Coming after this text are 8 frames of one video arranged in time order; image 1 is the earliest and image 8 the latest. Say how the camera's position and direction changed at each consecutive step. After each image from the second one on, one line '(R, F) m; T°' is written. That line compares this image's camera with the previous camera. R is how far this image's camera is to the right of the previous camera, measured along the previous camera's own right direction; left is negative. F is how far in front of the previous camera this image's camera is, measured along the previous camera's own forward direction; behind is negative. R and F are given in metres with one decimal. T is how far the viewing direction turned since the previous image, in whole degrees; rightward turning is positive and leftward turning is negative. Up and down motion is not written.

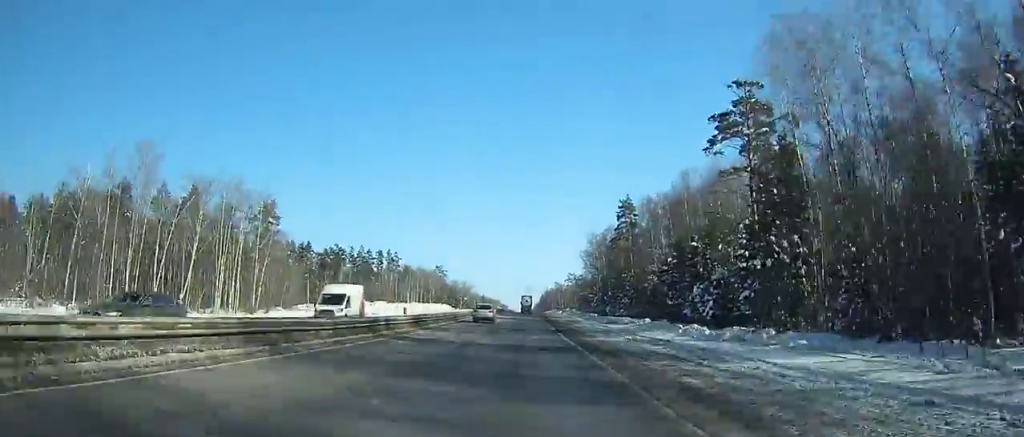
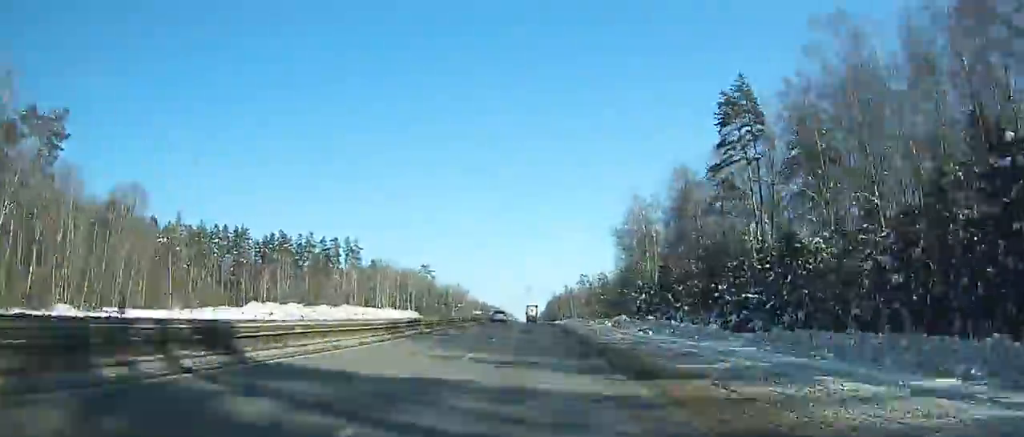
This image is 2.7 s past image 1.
(+5.2, +72.0) m; +1°
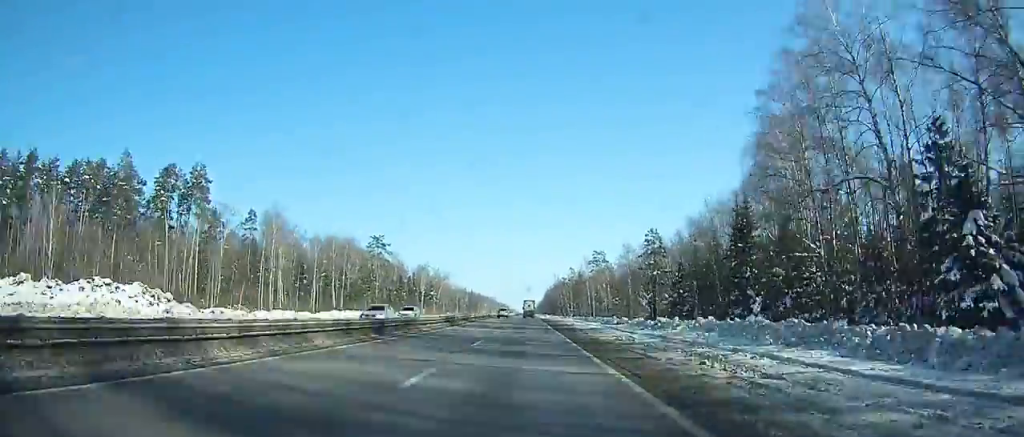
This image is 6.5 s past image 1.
(-6.0, +97.8) m; -4°
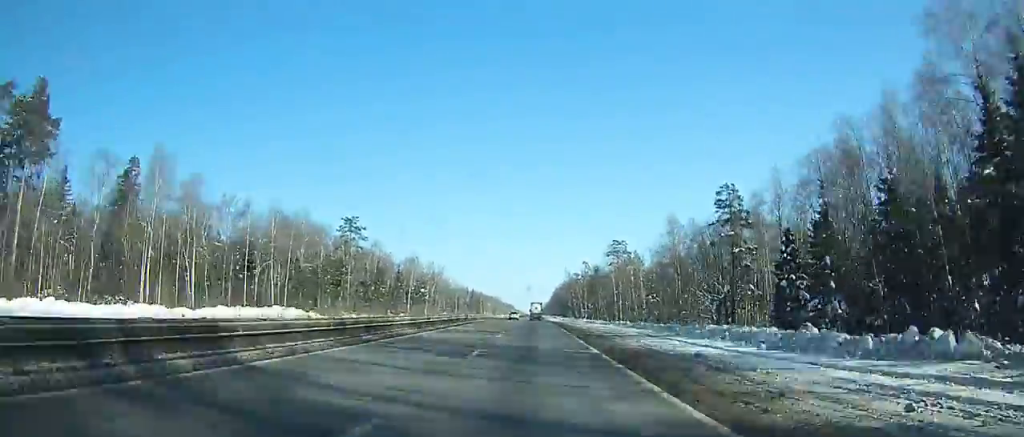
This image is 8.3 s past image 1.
(-0.2, +44.4) m; 0°
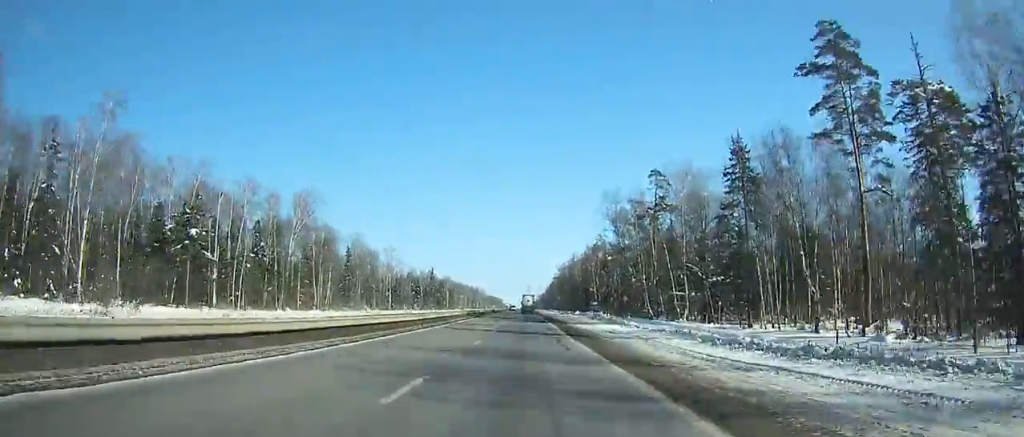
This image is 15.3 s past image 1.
(+0.5, +165.7) m; 0°
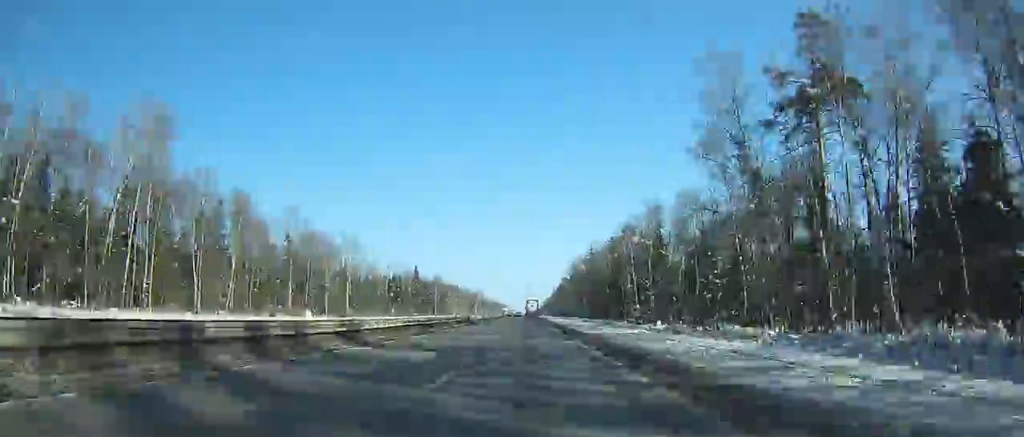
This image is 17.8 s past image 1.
(0.0, +58.1) m; 0°
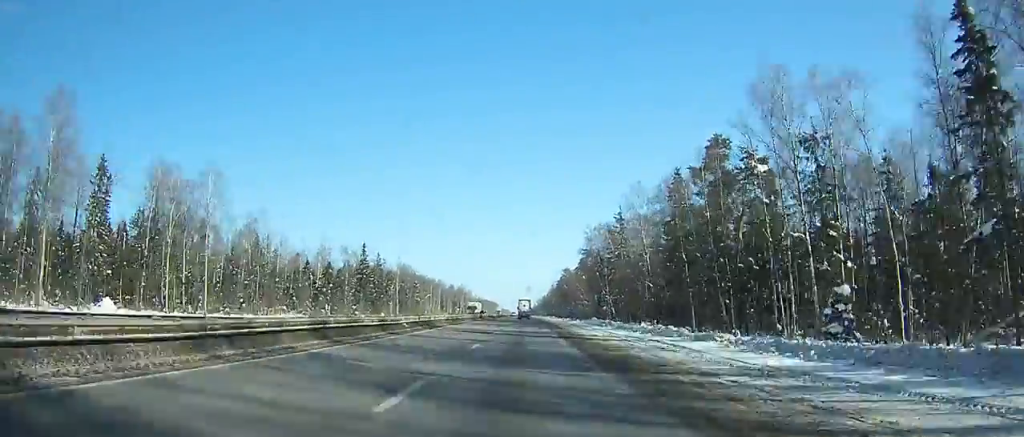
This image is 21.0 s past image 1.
(+0.1, +74.3) m; 0°
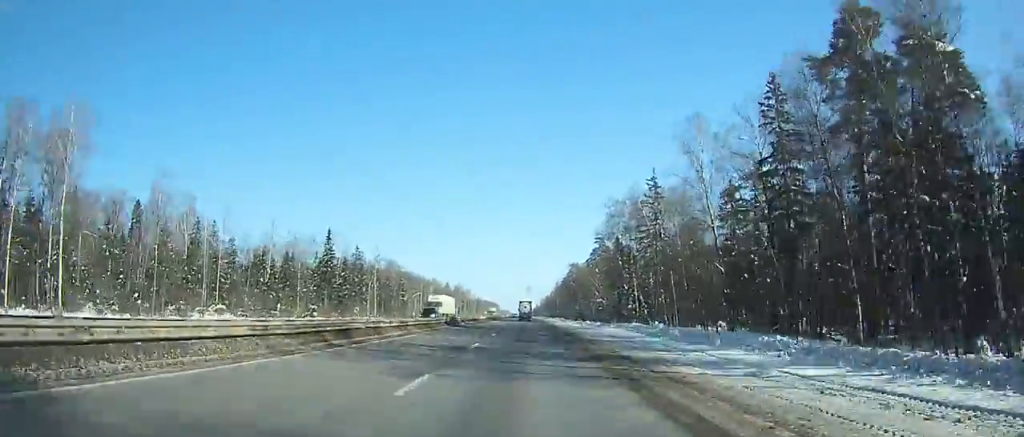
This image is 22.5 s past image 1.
(+0.1, +34.8) m; 0°
